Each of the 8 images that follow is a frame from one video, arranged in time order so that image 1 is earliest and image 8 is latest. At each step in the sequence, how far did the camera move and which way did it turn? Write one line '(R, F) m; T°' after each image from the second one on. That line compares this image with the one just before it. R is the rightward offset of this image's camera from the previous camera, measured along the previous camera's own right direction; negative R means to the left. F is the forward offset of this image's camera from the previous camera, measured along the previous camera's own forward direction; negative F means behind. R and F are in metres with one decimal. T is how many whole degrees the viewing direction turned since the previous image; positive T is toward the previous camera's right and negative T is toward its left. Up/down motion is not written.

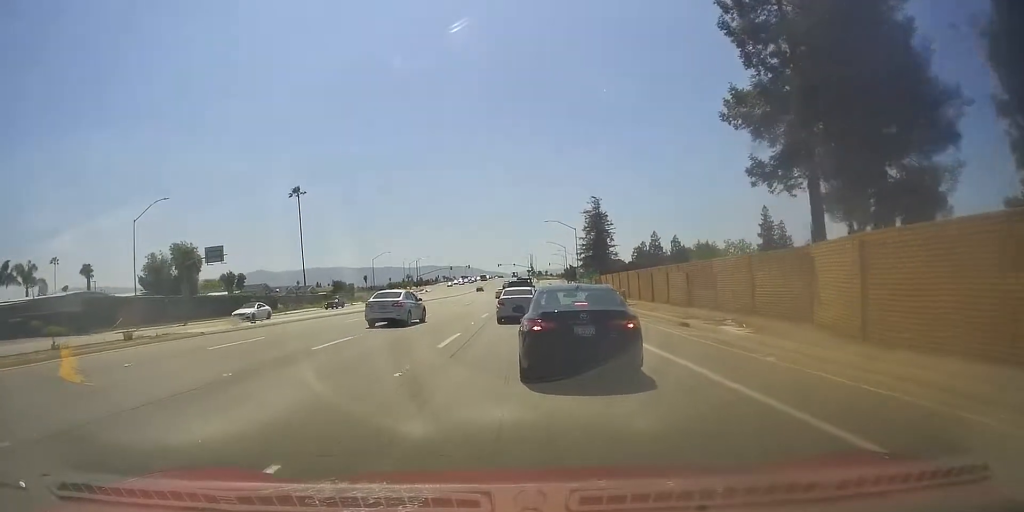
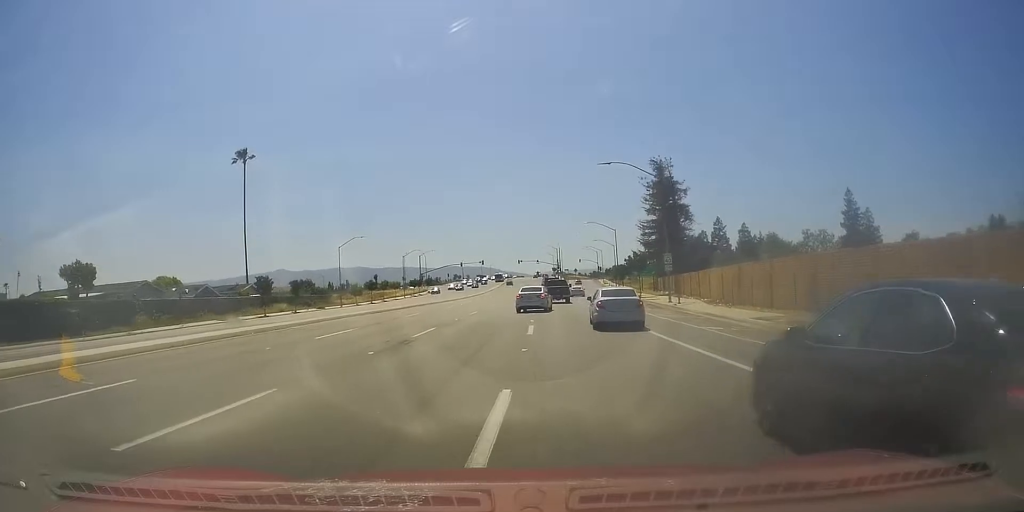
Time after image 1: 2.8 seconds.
(-0.6, +39.4) m; -2°
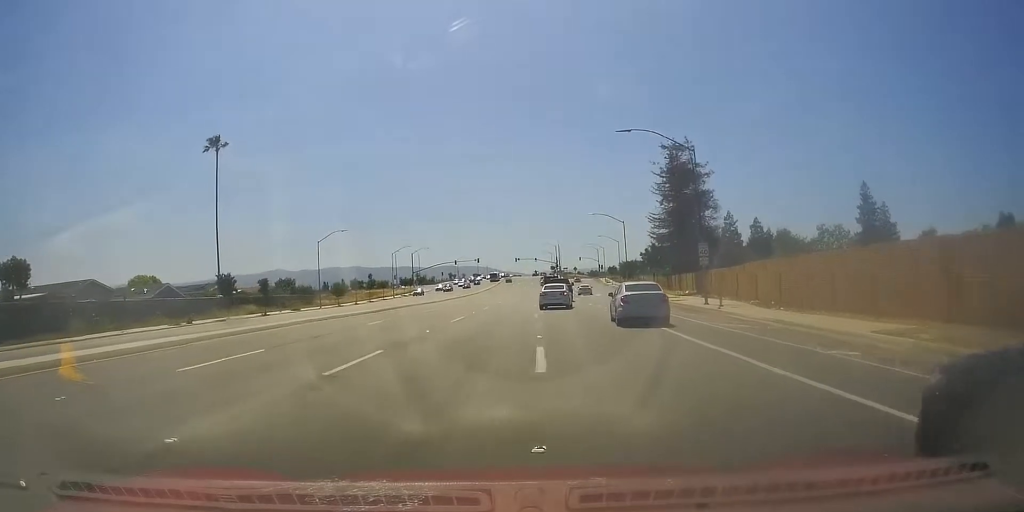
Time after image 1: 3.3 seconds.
(-0.1, +8.3) m; 0°
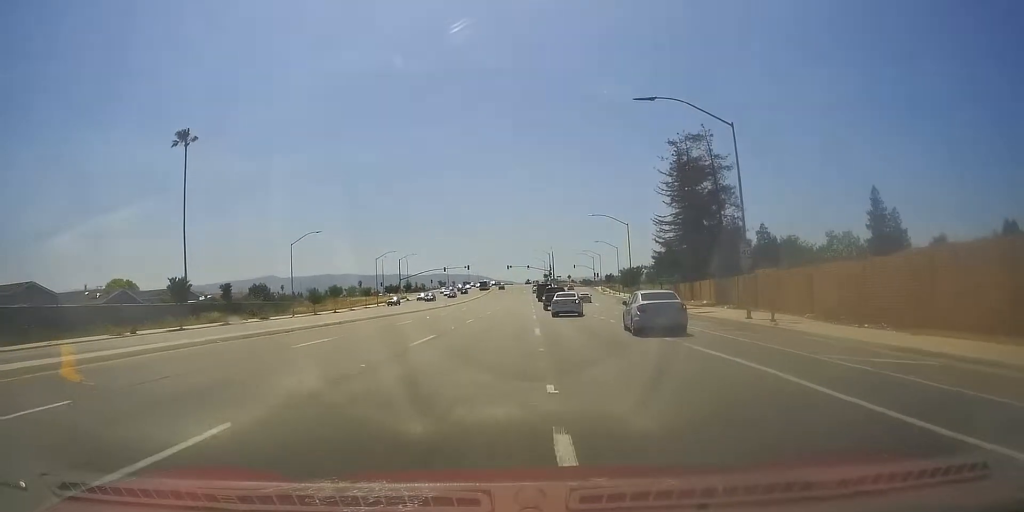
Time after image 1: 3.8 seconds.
(0.0, +7.1) m; 0°
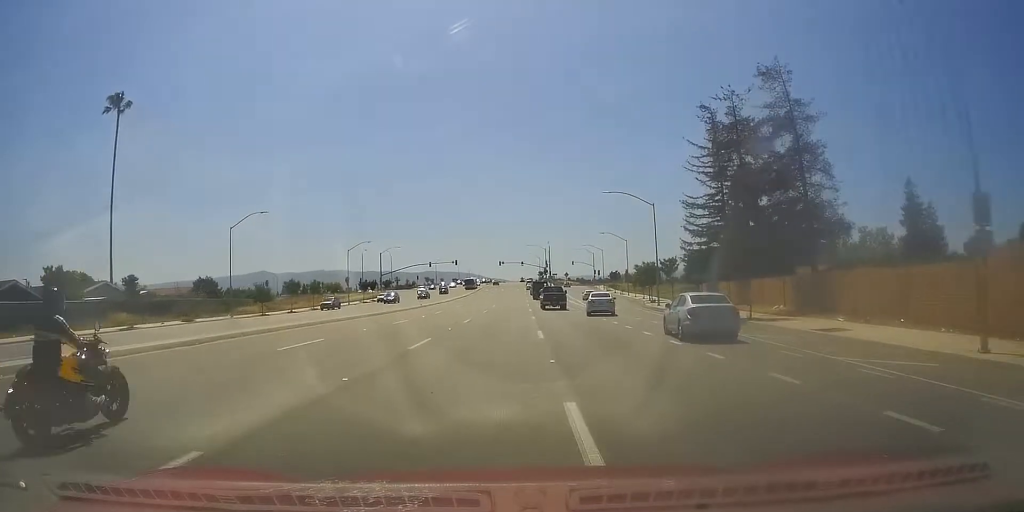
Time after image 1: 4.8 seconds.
(0.0, +14.6) m; -1°
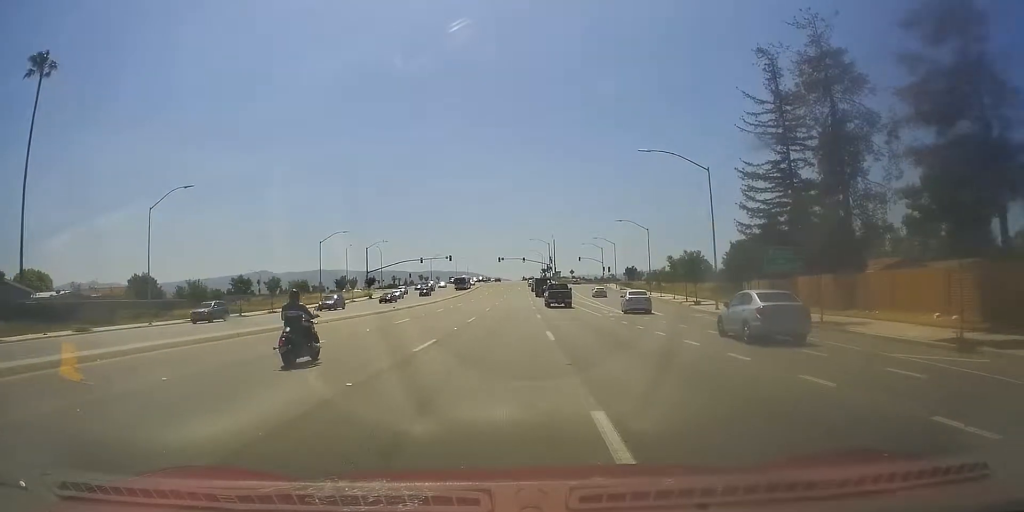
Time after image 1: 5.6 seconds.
(-0.2, +14.3) m; +1°
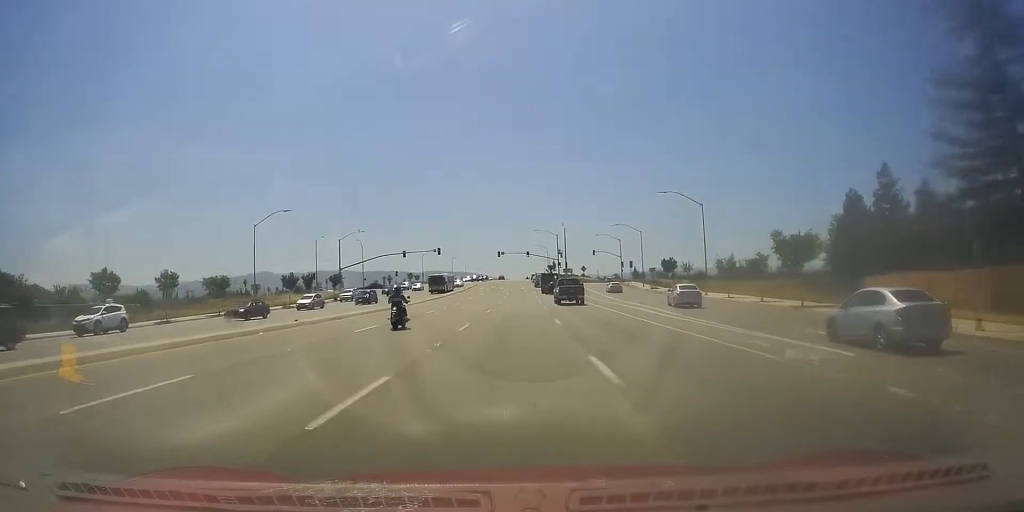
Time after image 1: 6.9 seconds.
(+0.7, +22.7) m; +2°
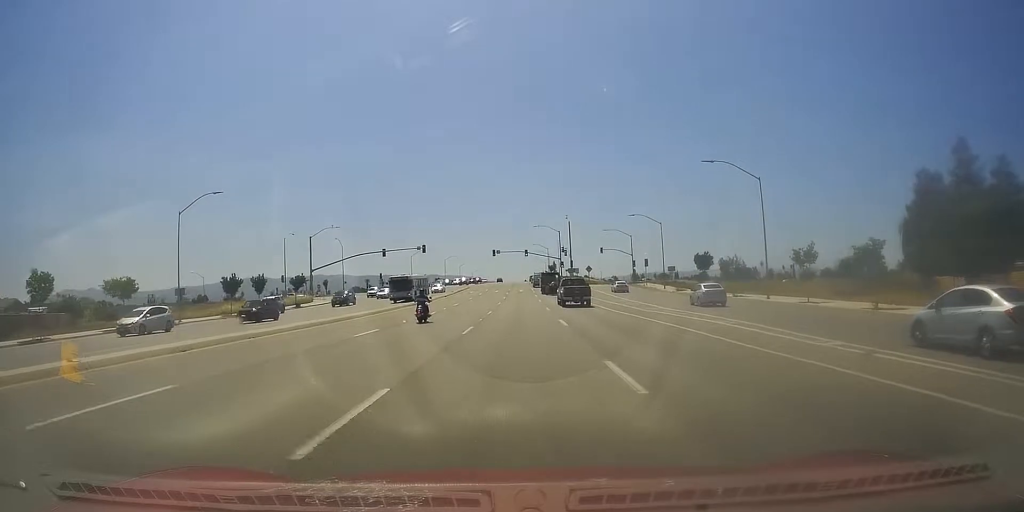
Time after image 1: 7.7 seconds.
(+0.1, +15.2) m; -1°
